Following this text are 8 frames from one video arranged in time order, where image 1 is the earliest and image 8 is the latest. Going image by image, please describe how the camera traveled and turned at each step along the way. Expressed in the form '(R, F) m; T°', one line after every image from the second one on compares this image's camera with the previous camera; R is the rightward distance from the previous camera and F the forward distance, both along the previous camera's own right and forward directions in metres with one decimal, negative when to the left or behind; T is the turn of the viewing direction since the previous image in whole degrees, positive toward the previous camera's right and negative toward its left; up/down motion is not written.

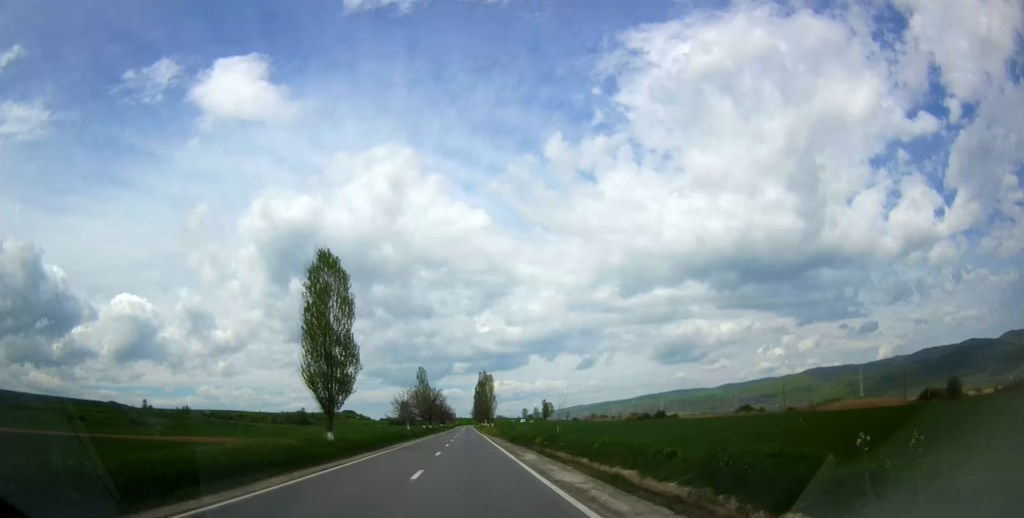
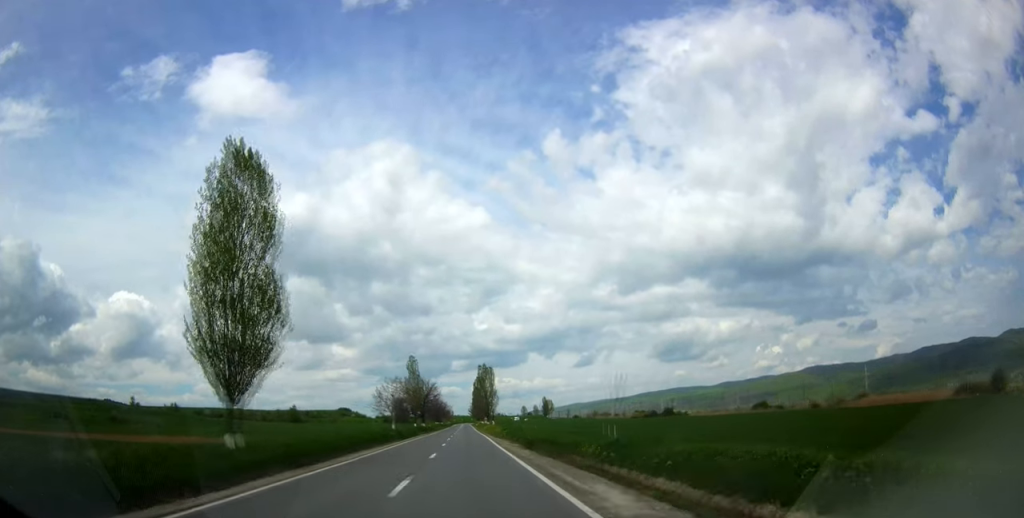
(+0.1, +15.7) m; -1°
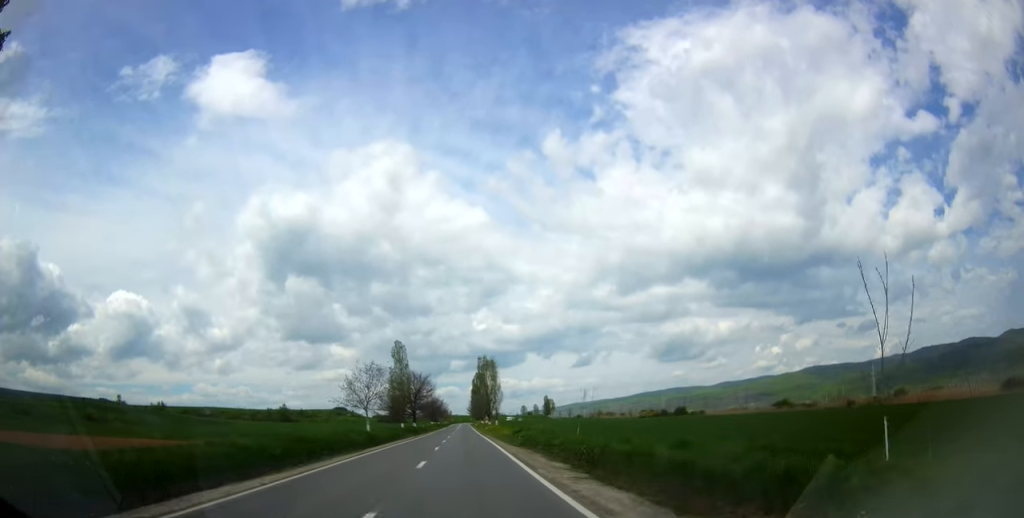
(-0.3, +17.7) m; -1°
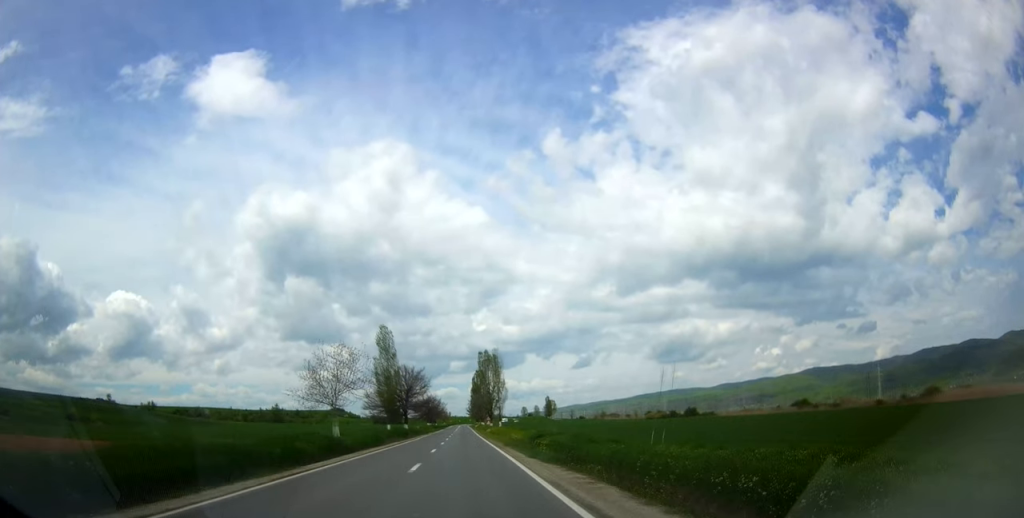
(-0.2, +13.5) m; 0°
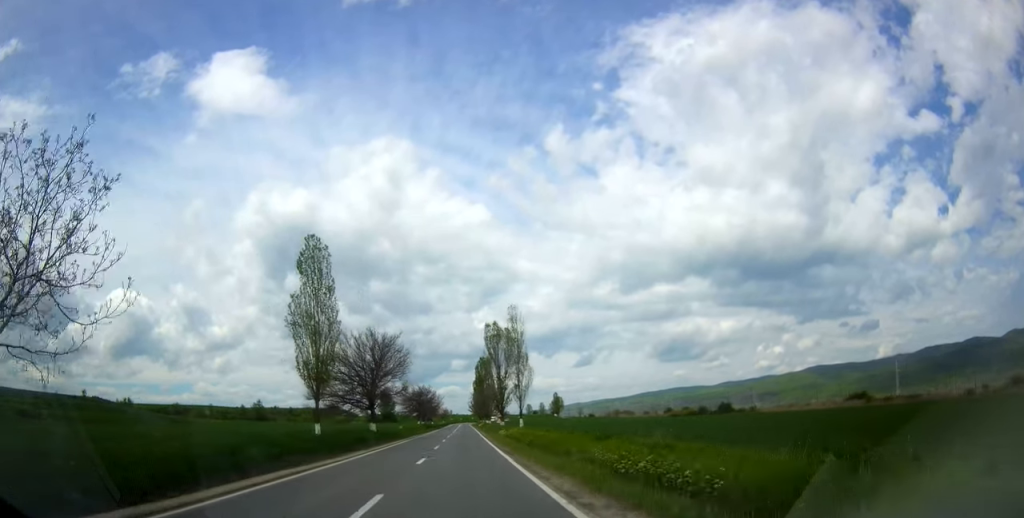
(+0.3, +32.8) m; +1°
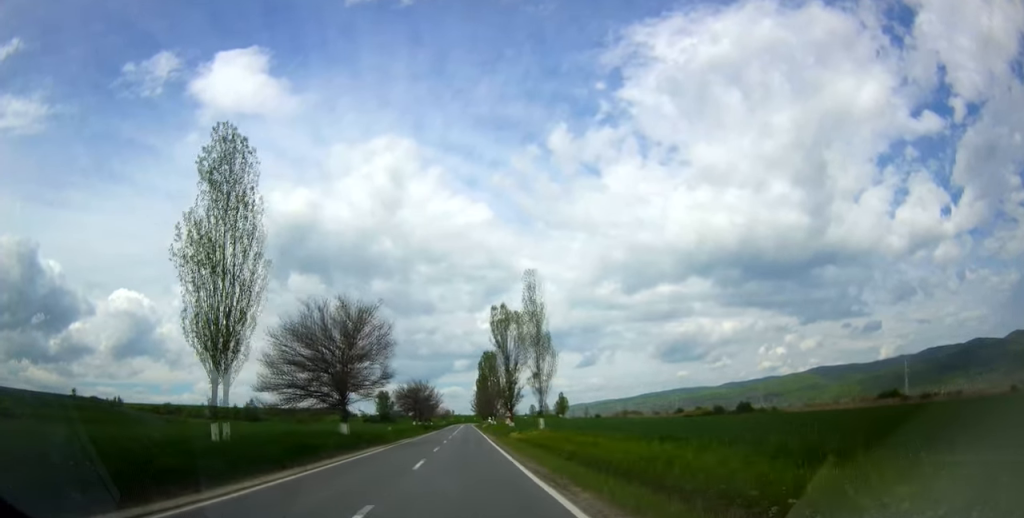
(0.0, +14.2) m; 0°
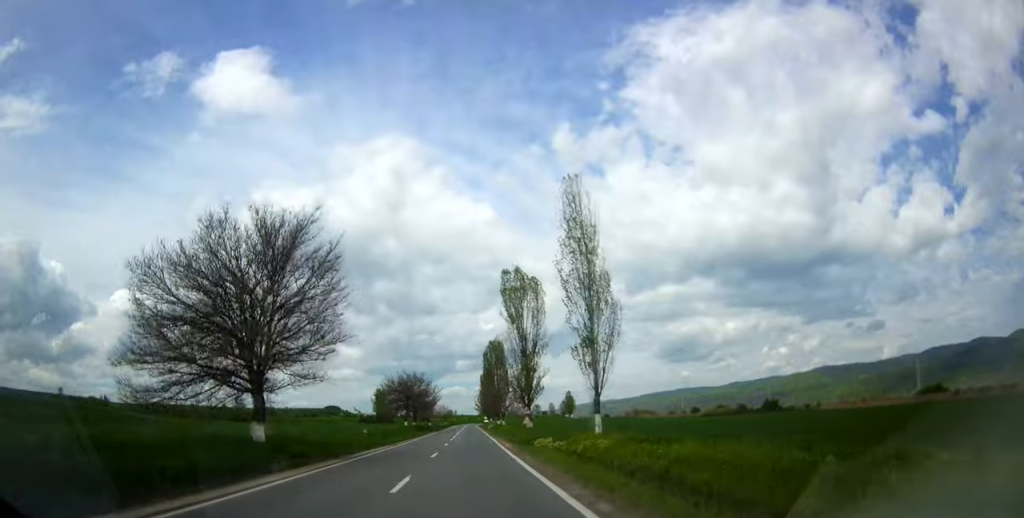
(+0.1, +18.2) m; 0°
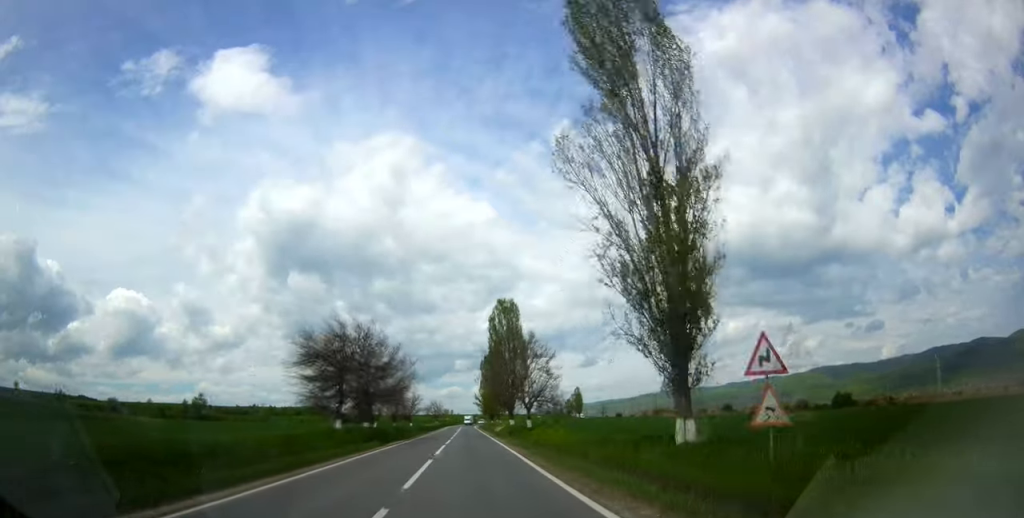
(0.0, +42.1) m; 0°
